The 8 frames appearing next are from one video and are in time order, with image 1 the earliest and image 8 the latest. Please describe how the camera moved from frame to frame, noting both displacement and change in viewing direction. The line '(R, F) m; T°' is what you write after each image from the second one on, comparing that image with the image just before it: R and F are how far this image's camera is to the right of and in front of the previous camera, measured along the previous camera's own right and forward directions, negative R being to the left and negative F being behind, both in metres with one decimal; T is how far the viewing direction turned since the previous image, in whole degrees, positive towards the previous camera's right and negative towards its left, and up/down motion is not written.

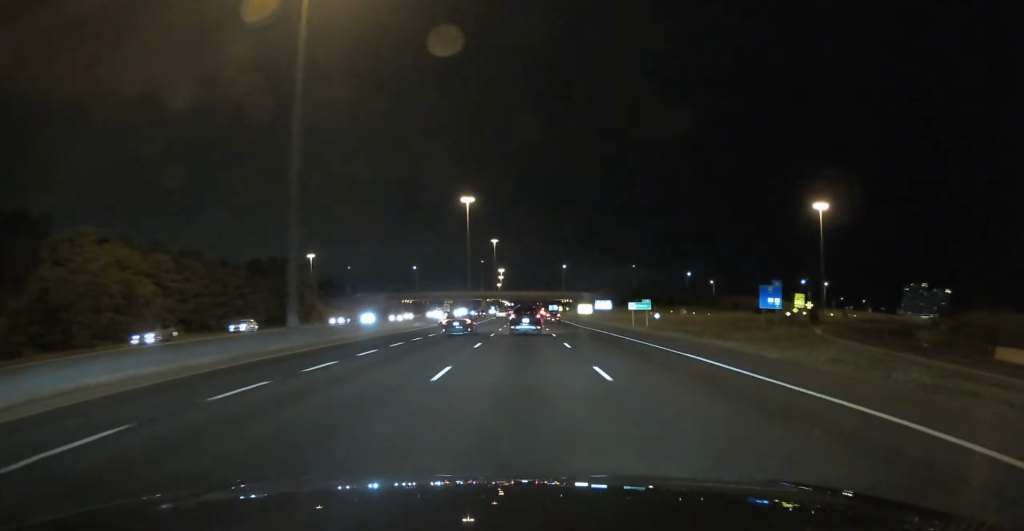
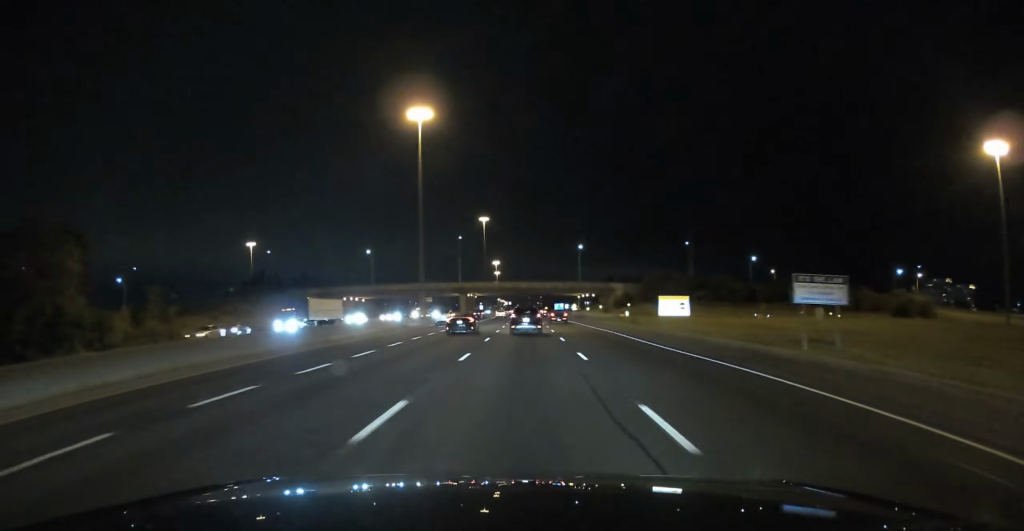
(+0.4, +75.9) m; 0°
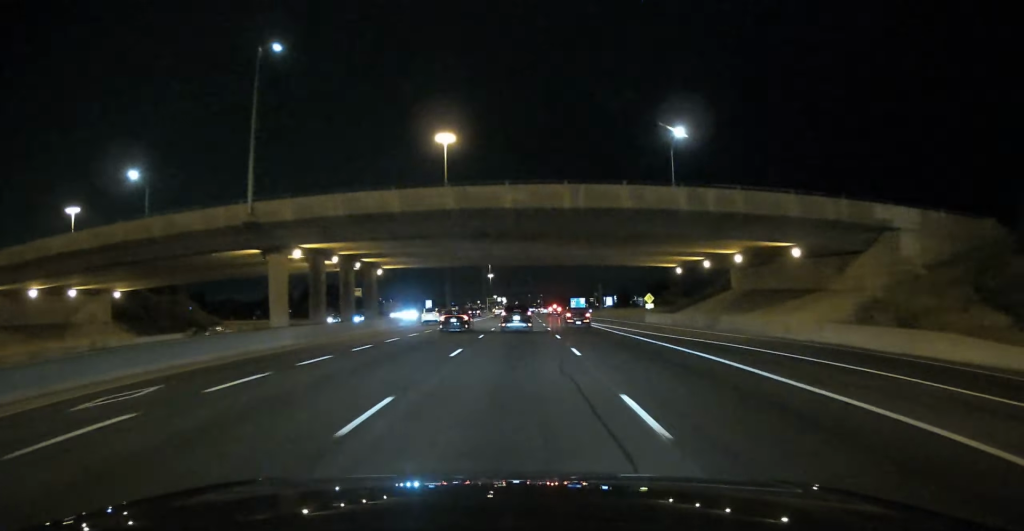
(-0.1, +114.3) m; 0°
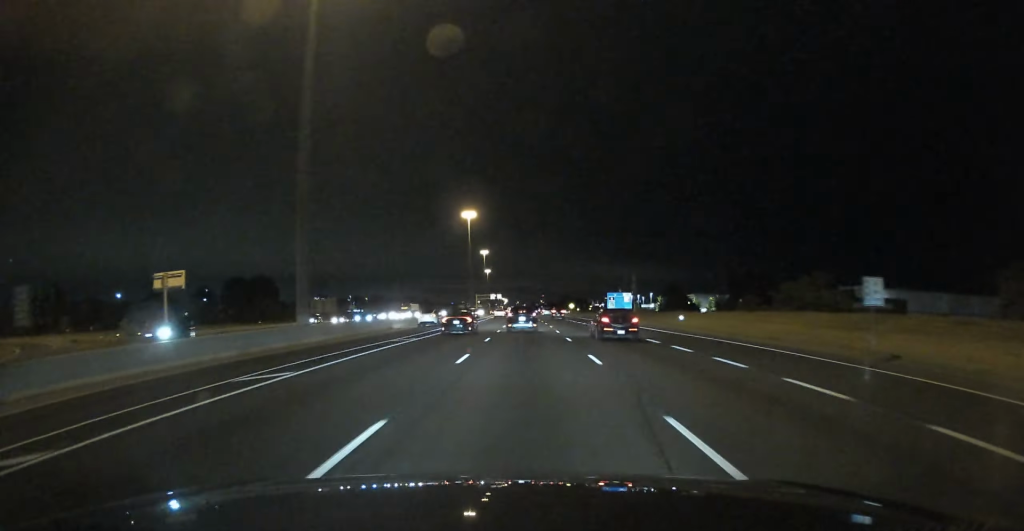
(-0.1, +85.1) m; 0°
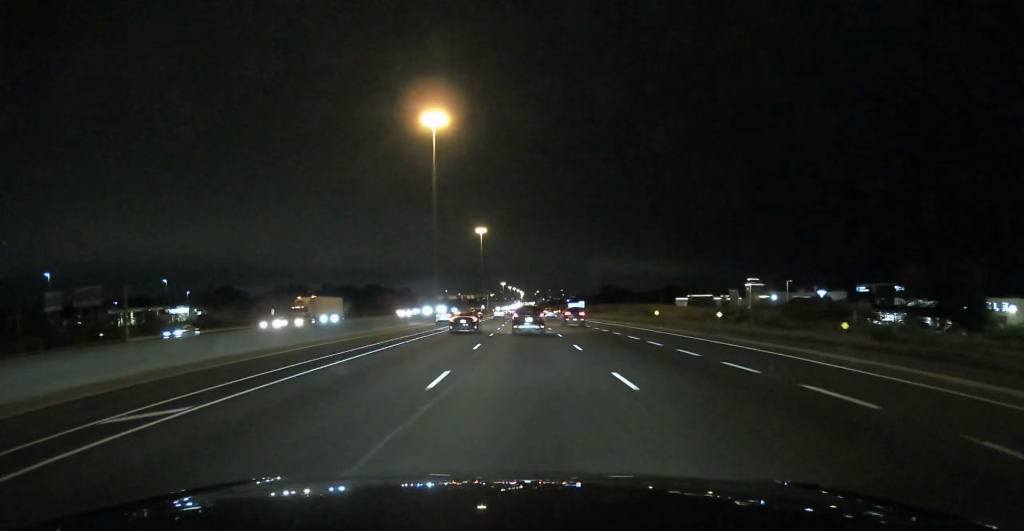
(-2.5, +267.7) m; -1°
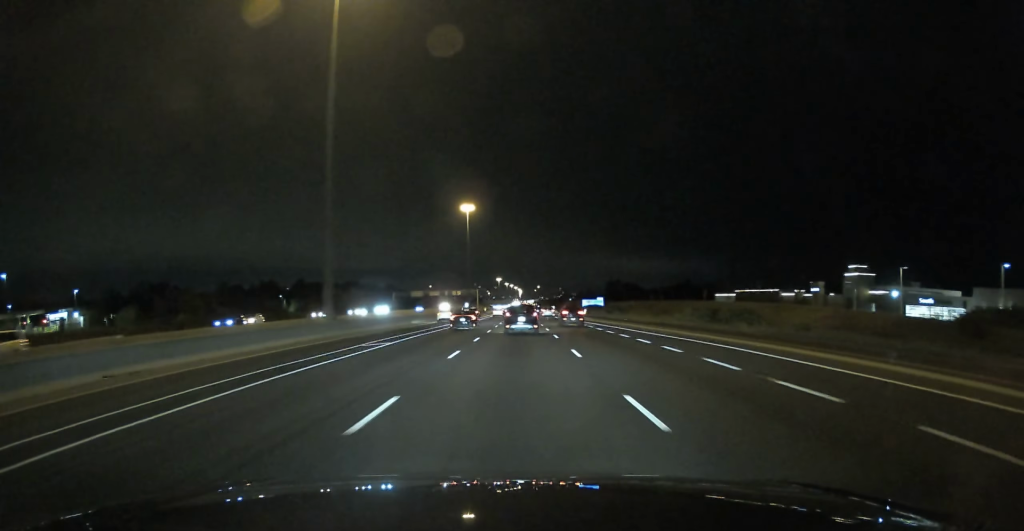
(-0.1, +64.5) m; 0°
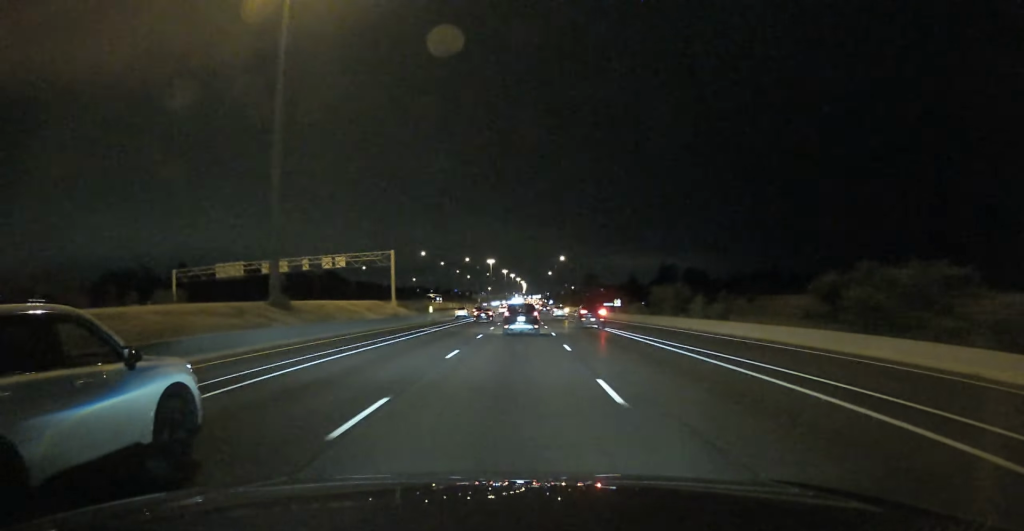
(-0.5, +189.8) m; 0°
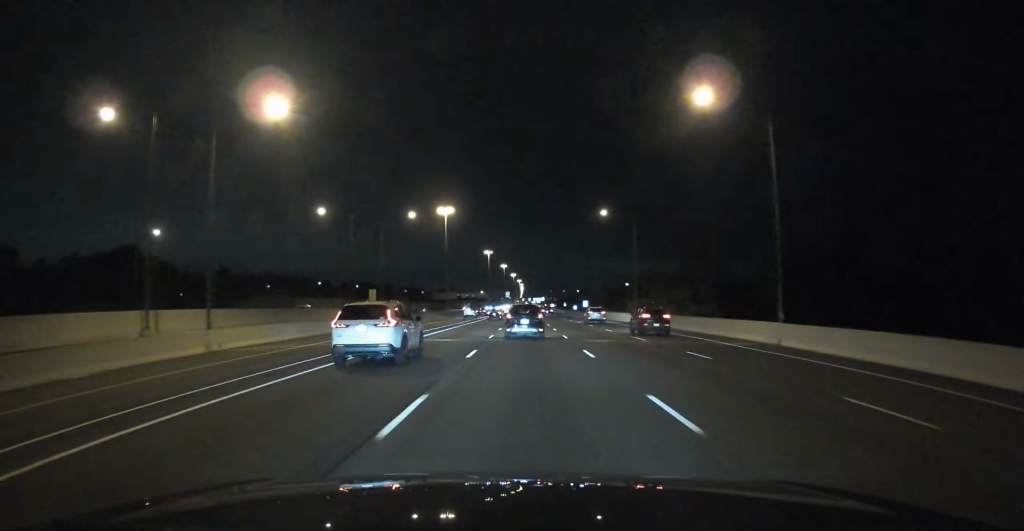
(+0.1, +205.6) m; 0°
